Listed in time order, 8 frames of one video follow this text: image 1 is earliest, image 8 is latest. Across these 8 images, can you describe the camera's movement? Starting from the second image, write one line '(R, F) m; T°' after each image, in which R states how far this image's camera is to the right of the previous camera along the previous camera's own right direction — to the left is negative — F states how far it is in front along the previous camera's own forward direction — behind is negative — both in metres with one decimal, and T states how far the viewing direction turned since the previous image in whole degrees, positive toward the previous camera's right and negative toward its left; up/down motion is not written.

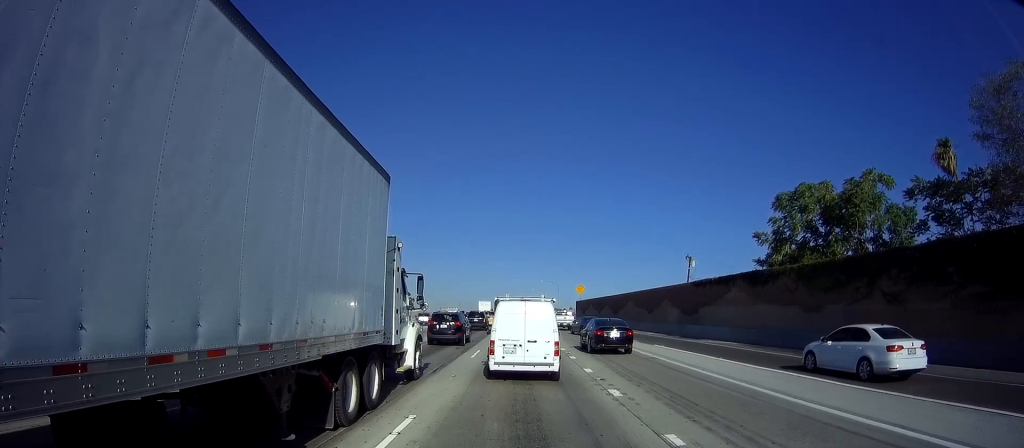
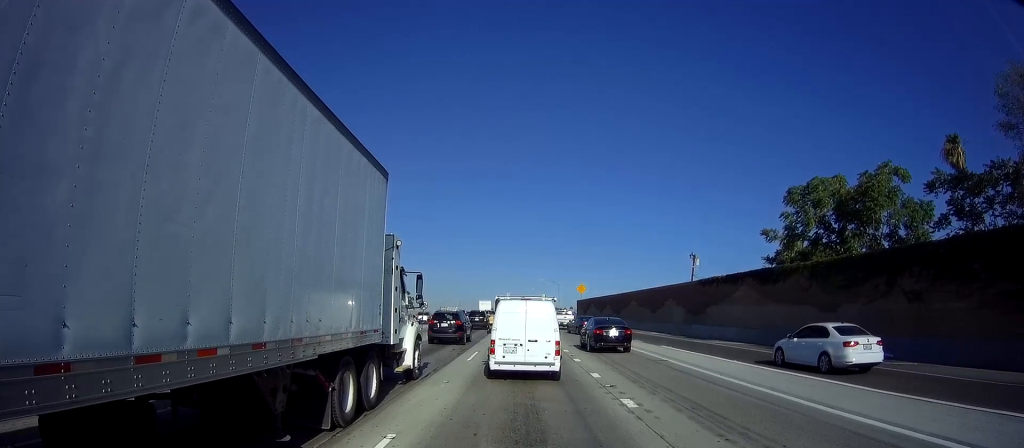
(0.0, +1.4) m; 0°
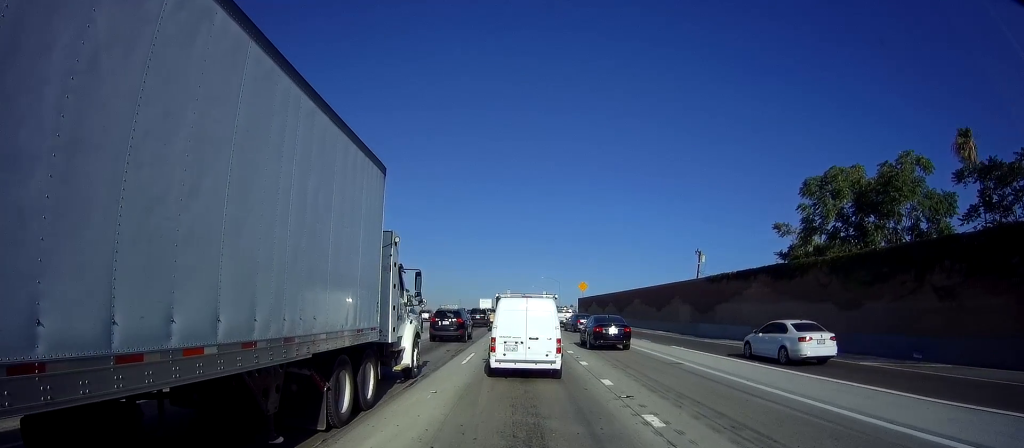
(0.0, +1.7) m; +1°
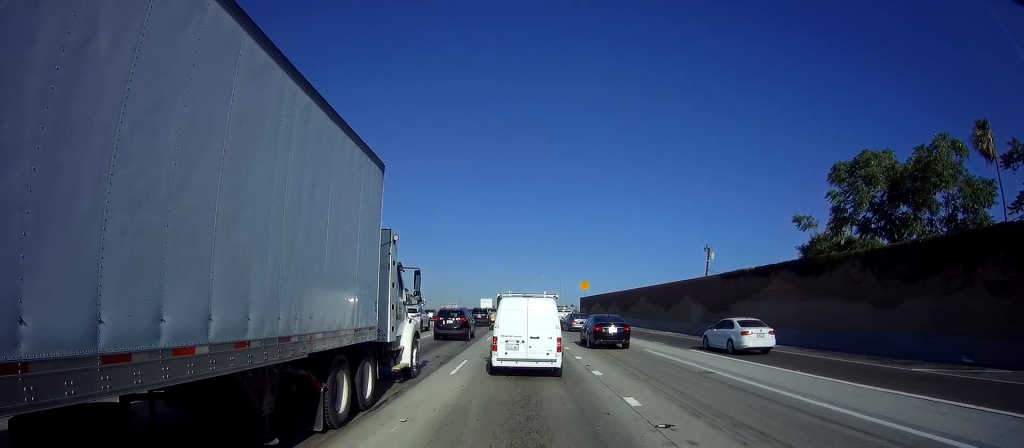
(0.0, +2.8) m; 0°
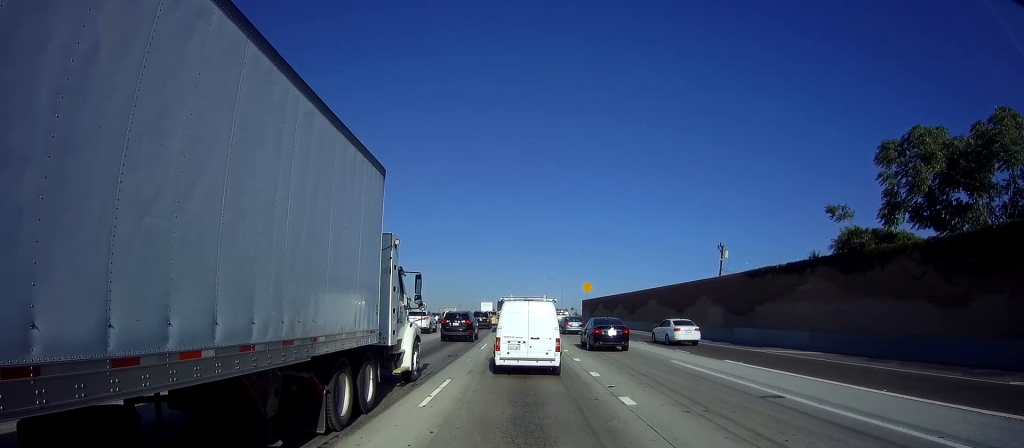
(-0.1, +4.6) m; 0°
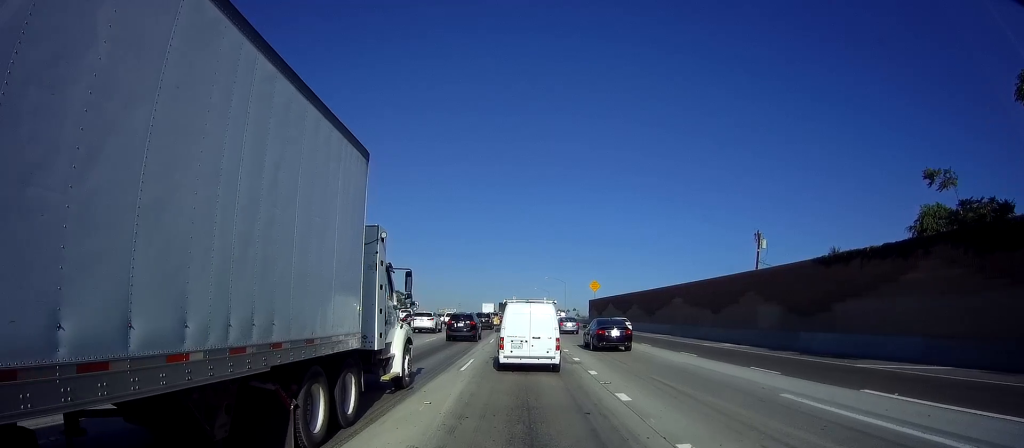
(+0.3, +9.6) m; +1°
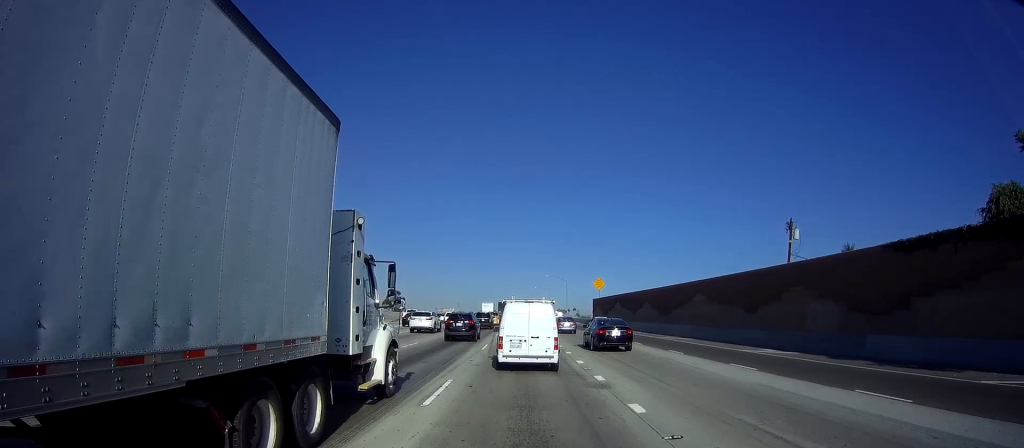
(-0.1, +6.0) m; -1°
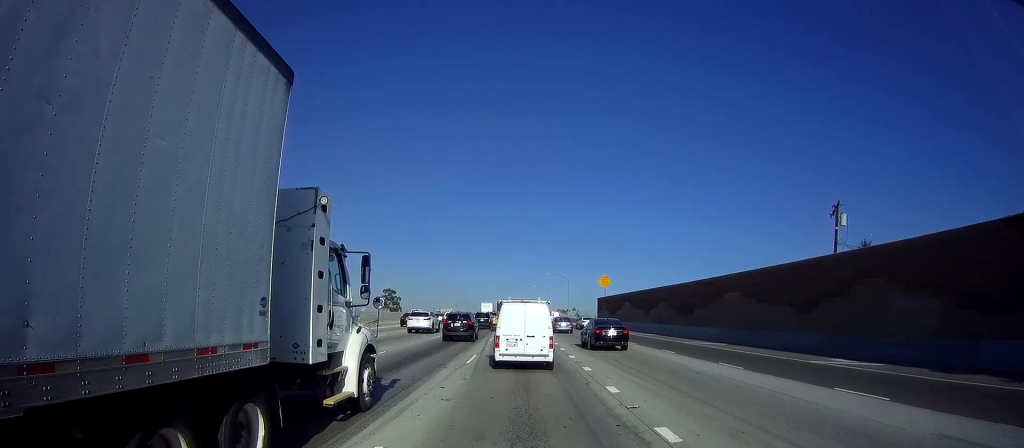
(+0.1, +7.1) m; +1°
